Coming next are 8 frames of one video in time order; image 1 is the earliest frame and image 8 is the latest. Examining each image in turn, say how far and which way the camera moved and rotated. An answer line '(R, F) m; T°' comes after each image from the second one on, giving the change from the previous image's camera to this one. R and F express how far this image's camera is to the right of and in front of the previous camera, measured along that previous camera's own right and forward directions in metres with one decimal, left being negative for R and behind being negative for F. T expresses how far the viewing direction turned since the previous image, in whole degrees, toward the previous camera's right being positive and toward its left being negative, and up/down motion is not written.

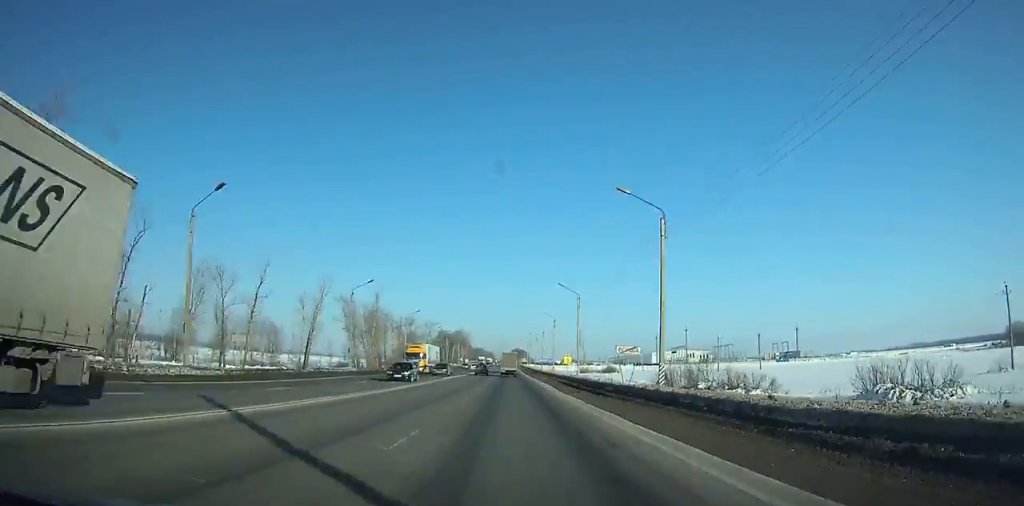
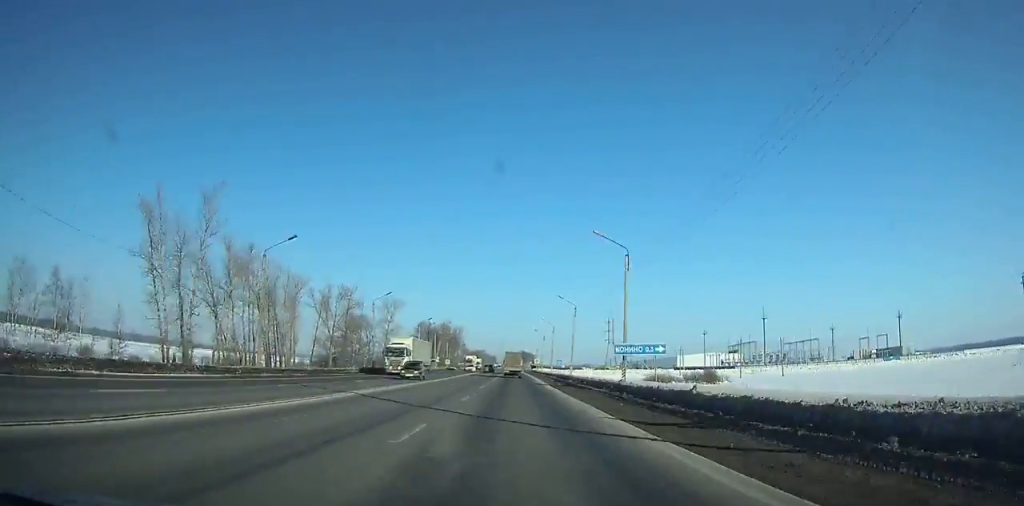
(+0.3, +96.3) m; 0°
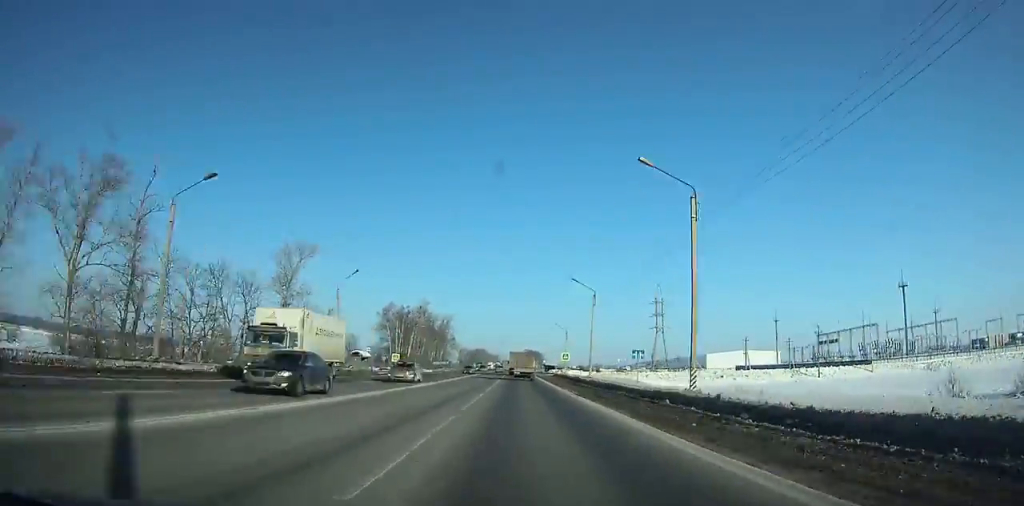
(-0.4, +83.9) m; 0°
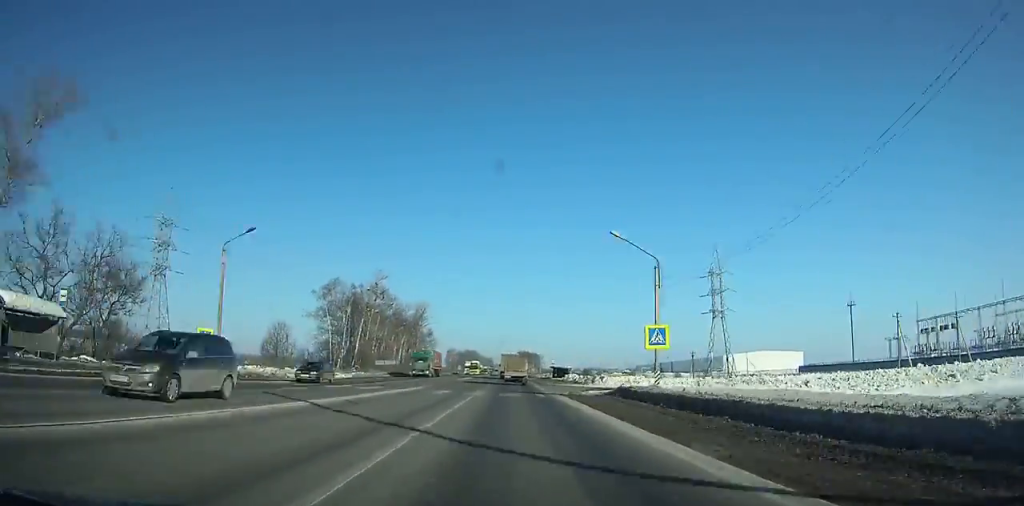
(+0.3, +58.4) m; 0°
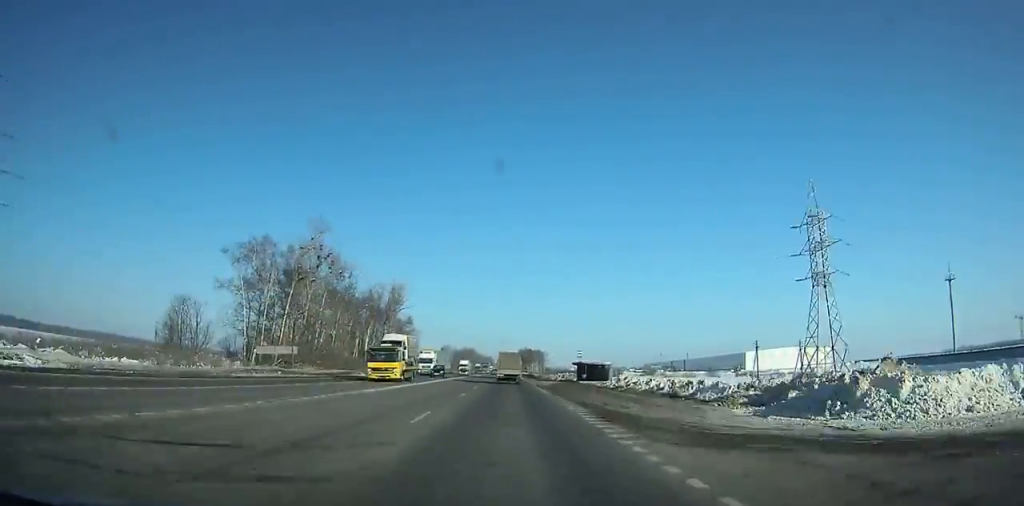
(+0.2, +45.7) m; 0°
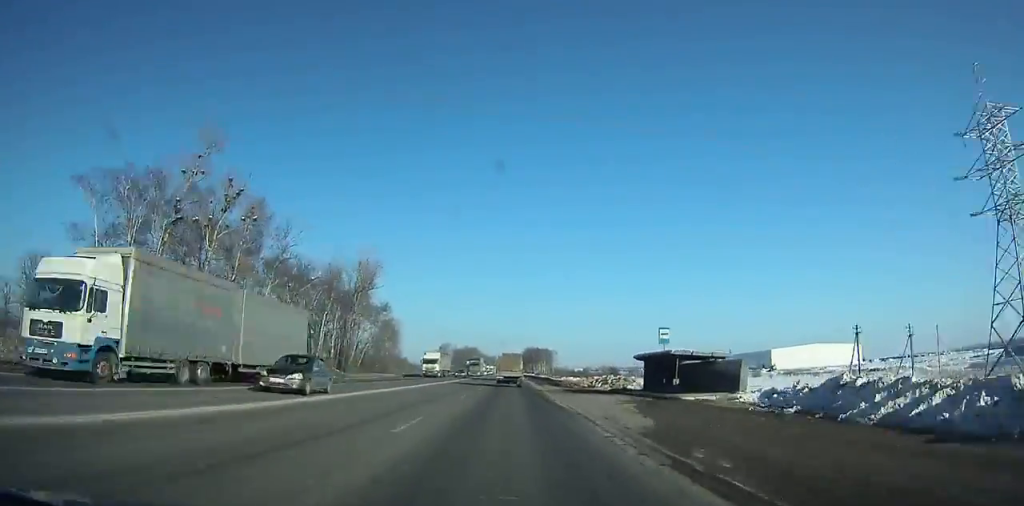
(-0.3, +37.4) m; 0°
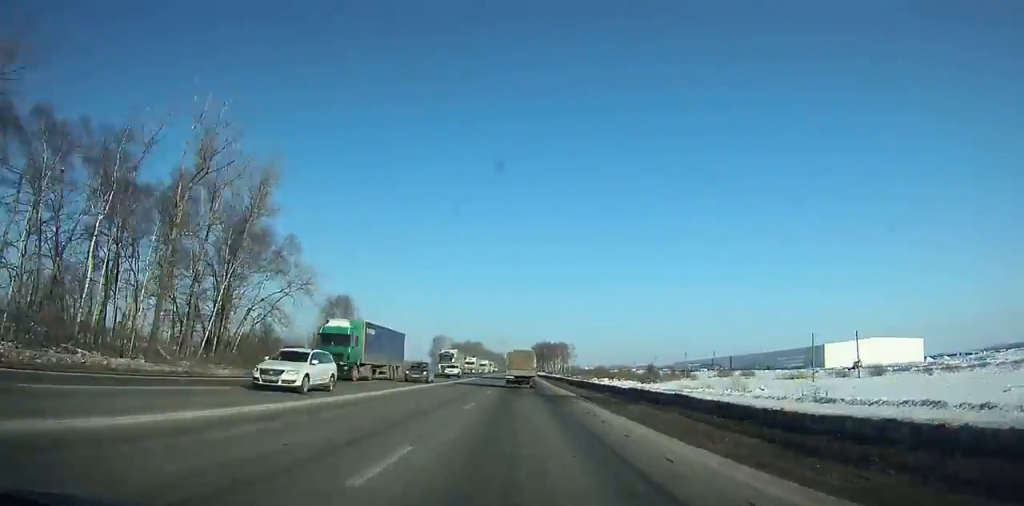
(-0.2, +64.9) m; -1°
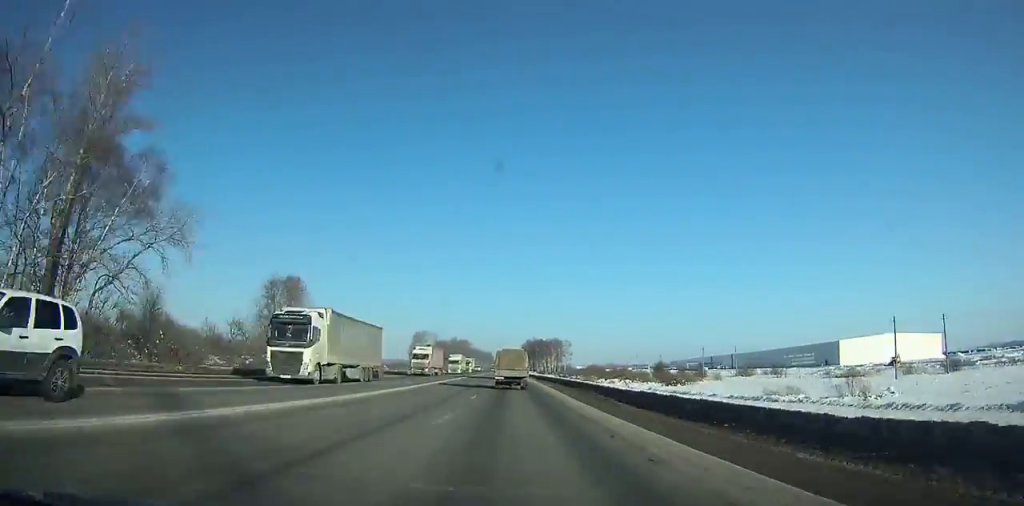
(0.0, +29.7) m; 0°
